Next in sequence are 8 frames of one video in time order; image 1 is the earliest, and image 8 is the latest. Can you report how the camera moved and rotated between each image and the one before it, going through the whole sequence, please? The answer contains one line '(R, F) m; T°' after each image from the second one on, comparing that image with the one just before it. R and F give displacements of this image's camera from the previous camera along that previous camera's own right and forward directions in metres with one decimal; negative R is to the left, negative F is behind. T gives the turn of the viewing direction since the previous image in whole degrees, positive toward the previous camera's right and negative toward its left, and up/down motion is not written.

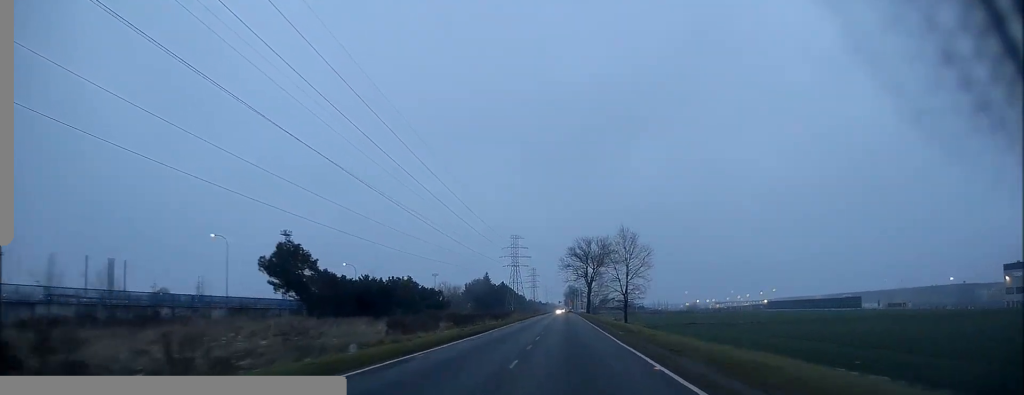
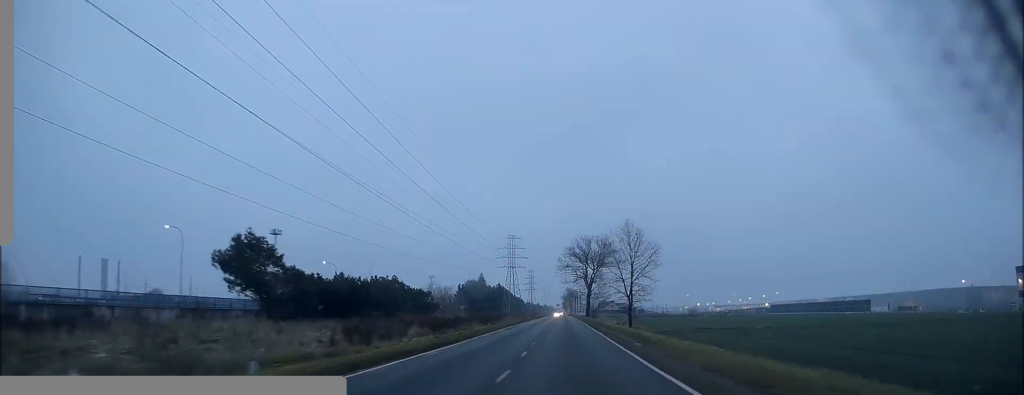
(0.0, +7.8) m; 0°
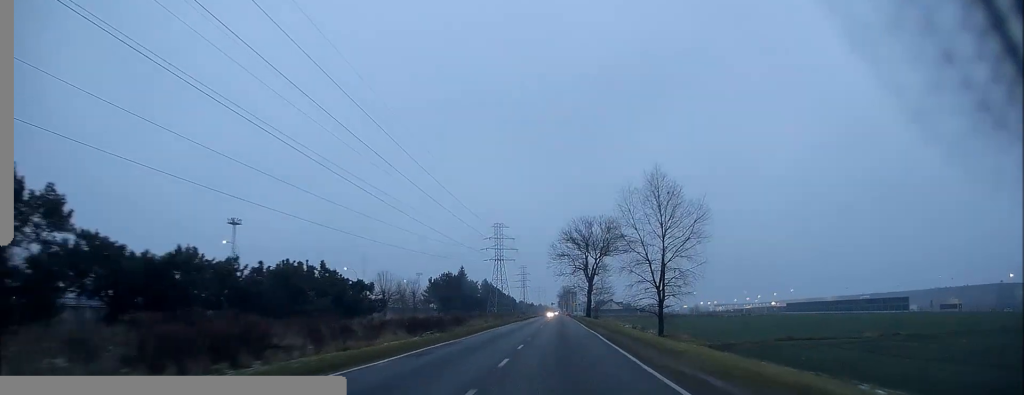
(0.0, +27.4) m; 0°
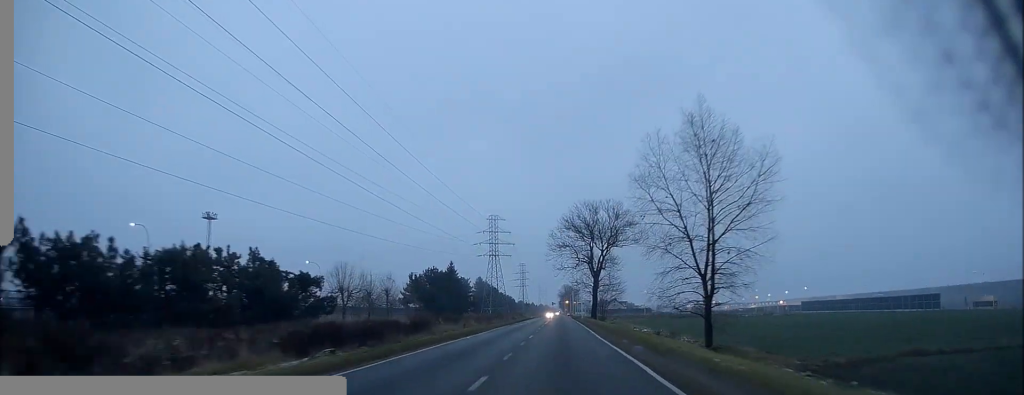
(+0.1, +16.2) m; 0°
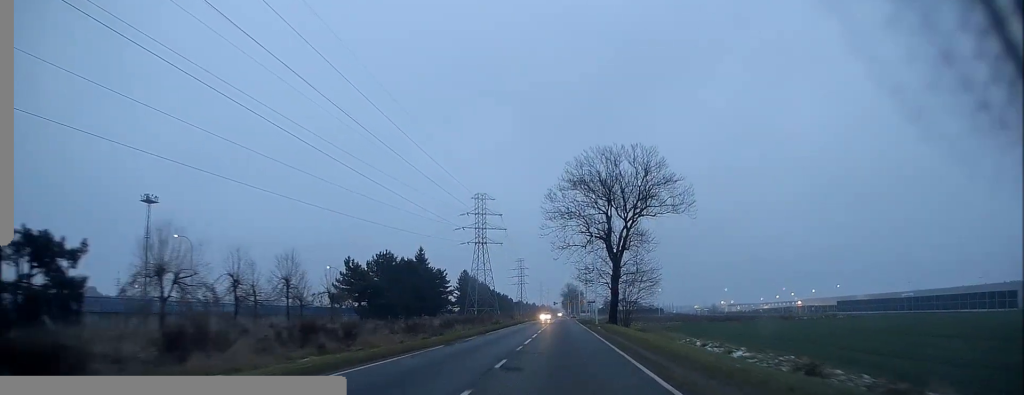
(0.0, +32.5) m; 0°
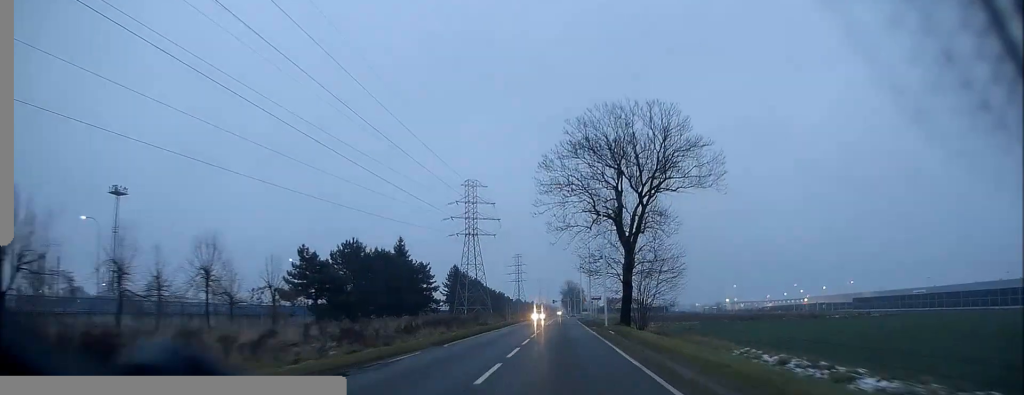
(0.0, +13.1) m; 0°
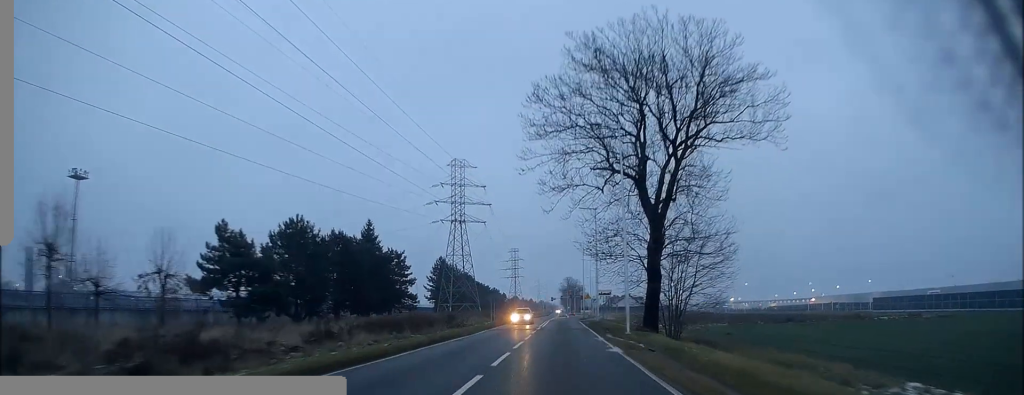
(0.0, +15.4) m; -1°
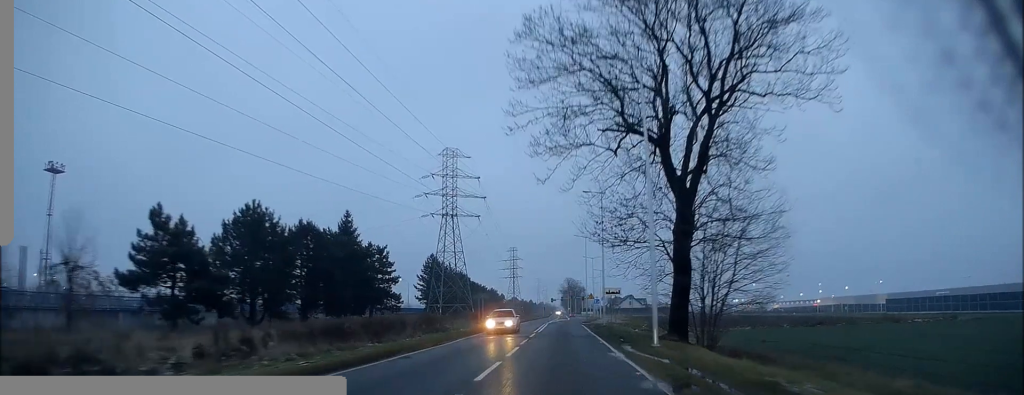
(-0.2, +8.5) m; 0°
